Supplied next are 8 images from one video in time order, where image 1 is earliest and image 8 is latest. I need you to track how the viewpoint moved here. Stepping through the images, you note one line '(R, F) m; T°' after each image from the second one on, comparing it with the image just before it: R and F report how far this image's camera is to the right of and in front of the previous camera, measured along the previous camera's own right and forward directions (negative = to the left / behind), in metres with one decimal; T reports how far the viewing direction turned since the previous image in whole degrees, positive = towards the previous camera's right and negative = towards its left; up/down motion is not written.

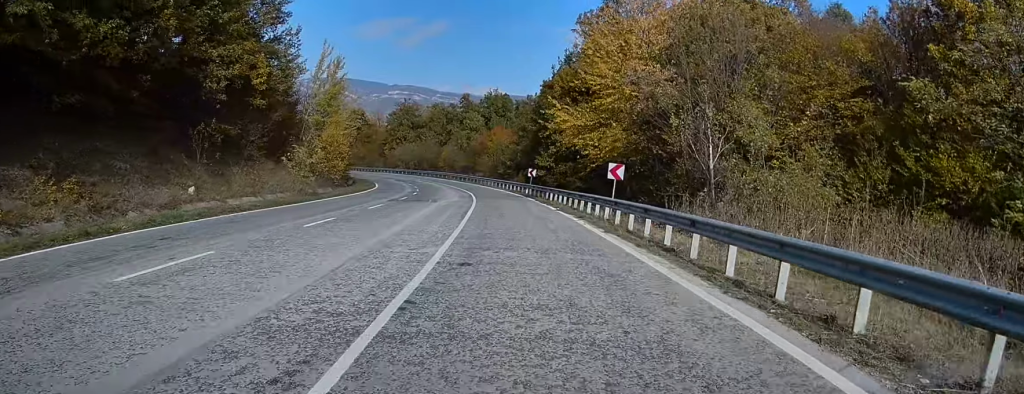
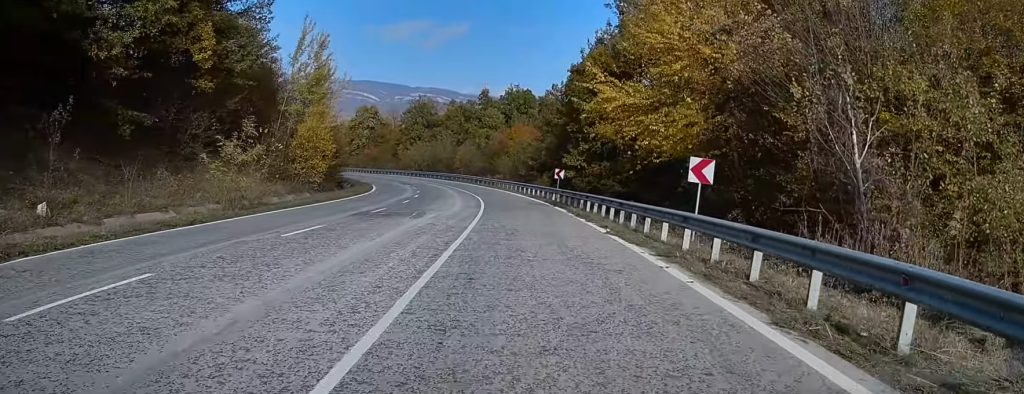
(-0.2, +10.7) m; -2°
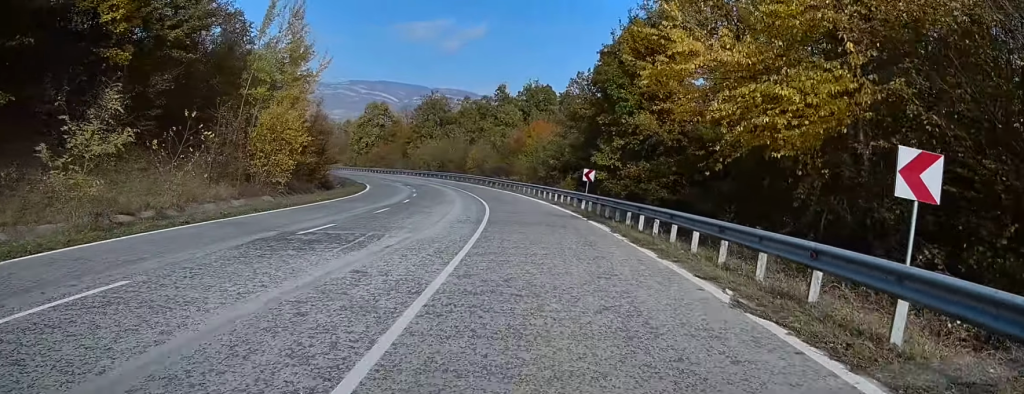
(-0.2, +9.5) m; -2°
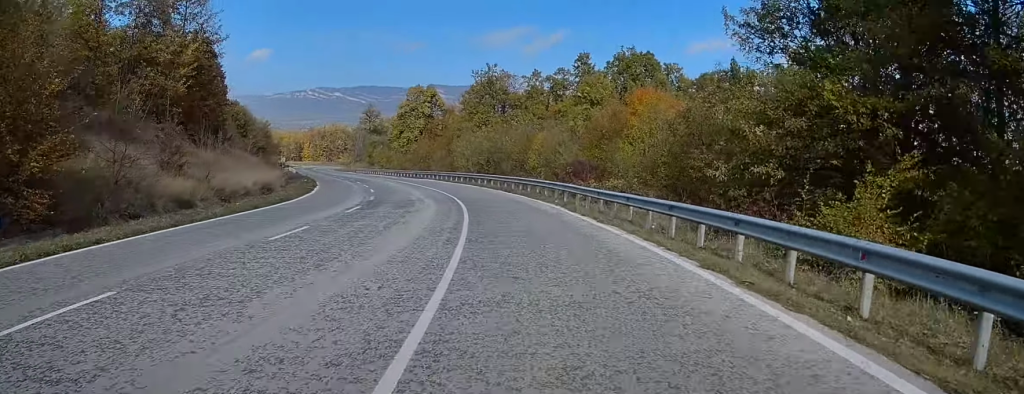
(-1.7, +36.8) m; -6°
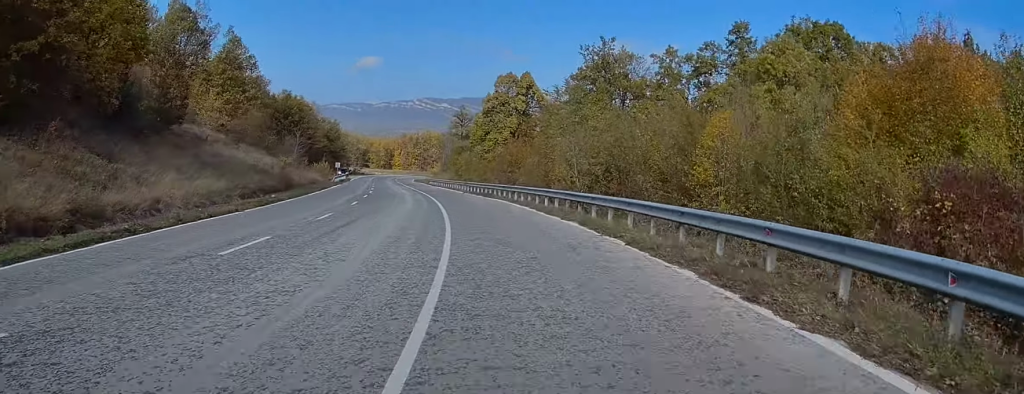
(-1.6, +29.3) m; -7°
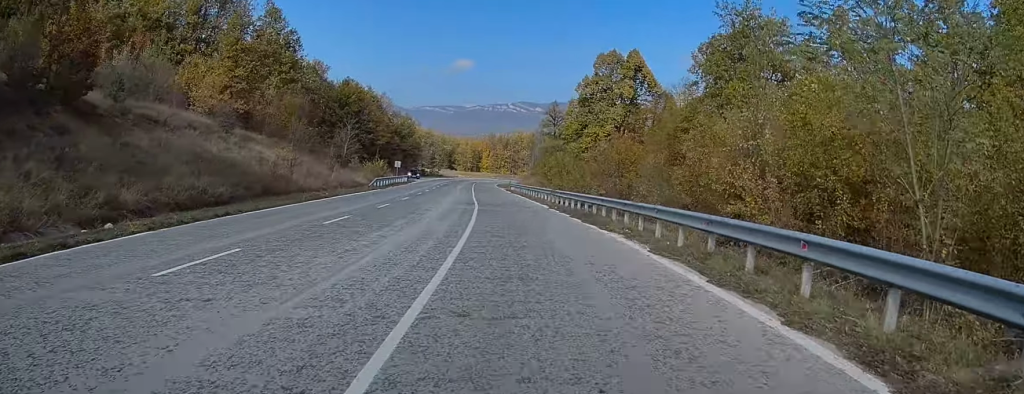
(-1.0, +21.0) m; -7°
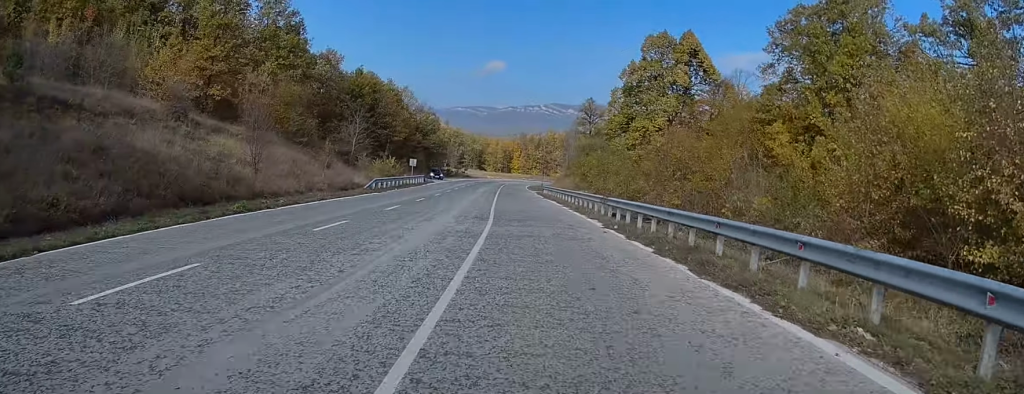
(-0.7, +11.9) m; -3°
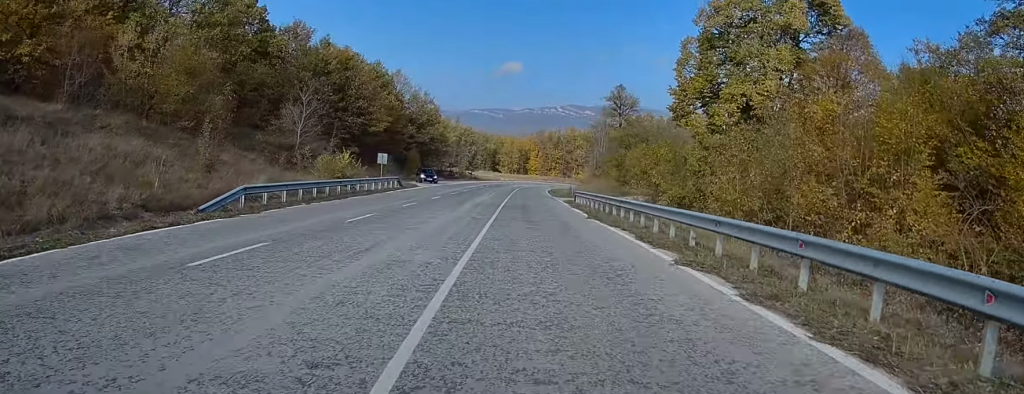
(-1.1, +23.8) m; -4°
